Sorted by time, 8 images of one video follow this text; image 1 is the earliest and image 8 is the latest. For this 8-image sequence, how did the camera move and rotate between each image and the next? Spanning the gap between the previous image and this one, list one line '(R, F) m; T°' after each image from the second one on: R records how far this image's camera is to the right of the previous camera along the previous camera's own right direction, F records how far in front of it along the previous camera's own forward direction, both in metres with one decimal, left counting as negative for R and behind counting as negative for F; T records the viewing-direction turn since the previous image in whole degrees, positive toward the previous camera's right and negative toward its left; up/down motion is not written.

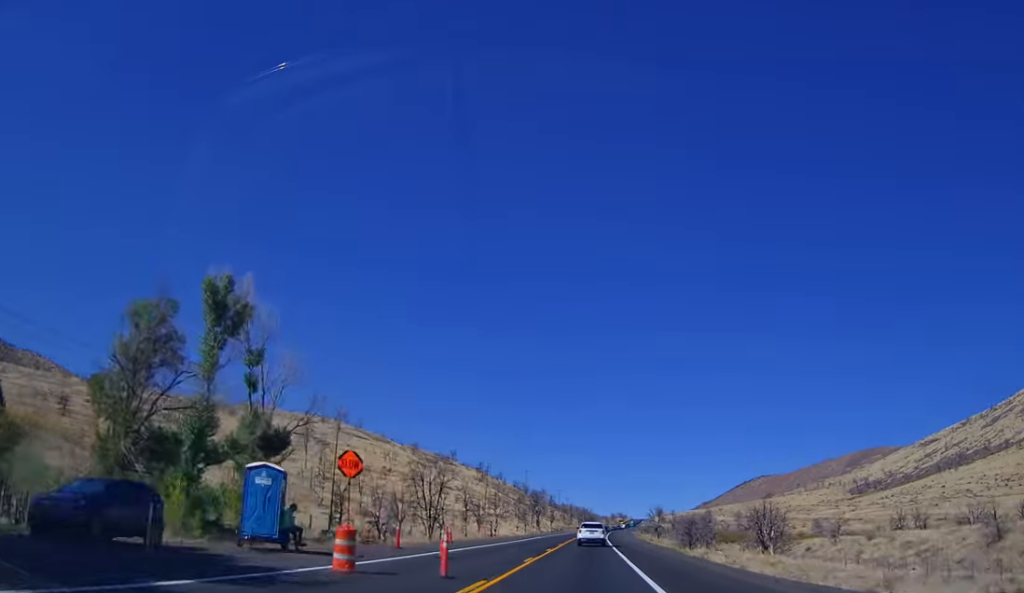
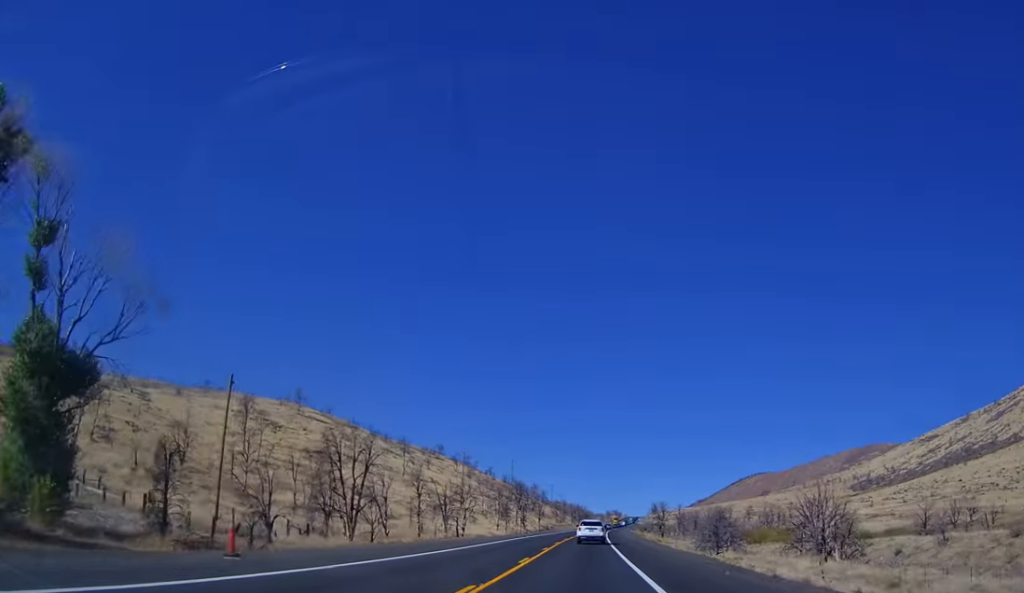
(+0.6, +26.1) m; 0°
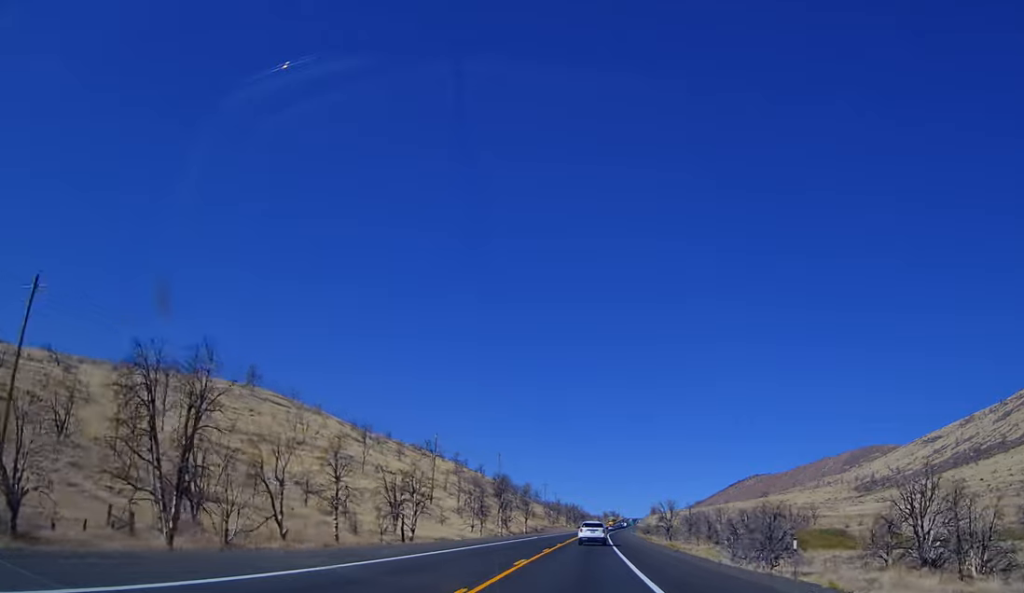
(-0.8, +25.1) m; 0°
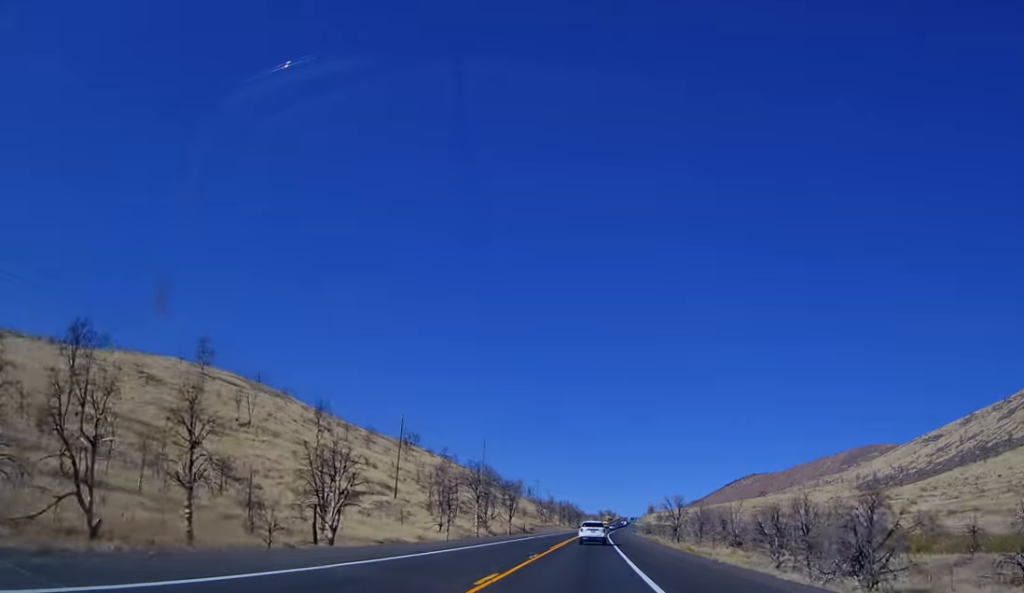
(0.0, +20.3) m; +1°
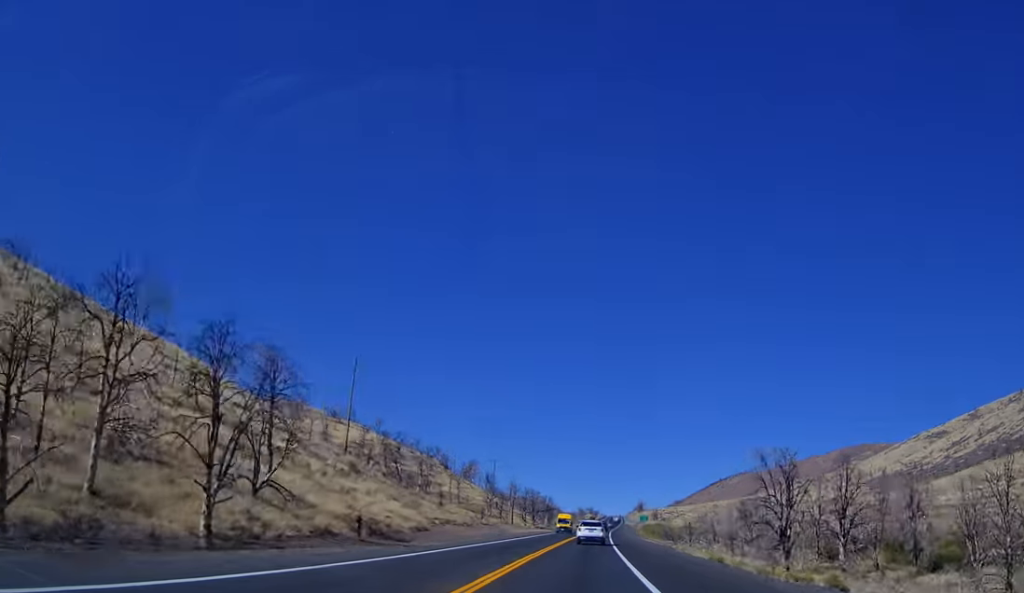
(+2.9, +84.5) m; +3°
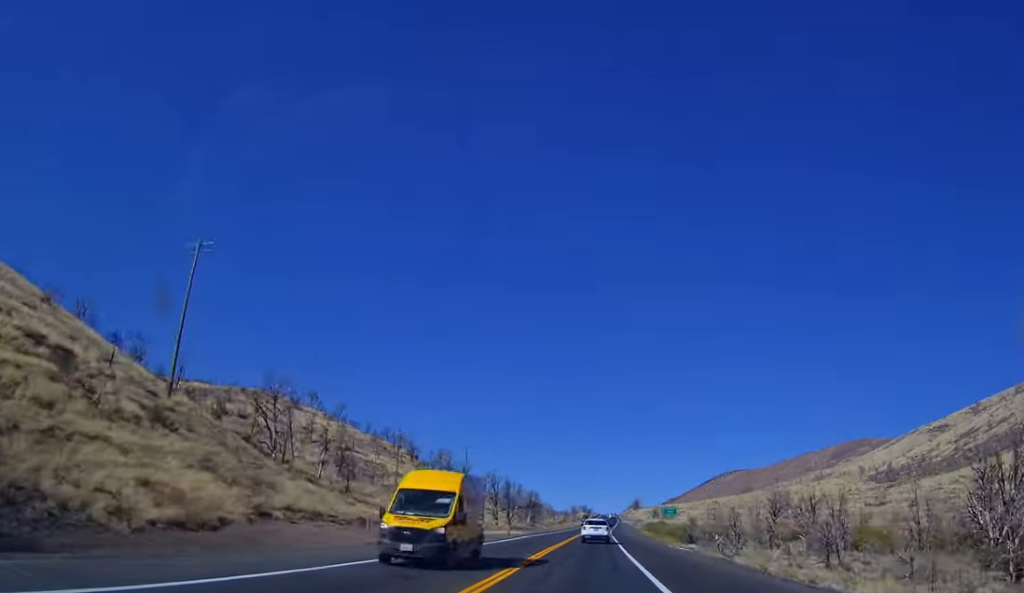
(+0.1, +36.2) m; 0°
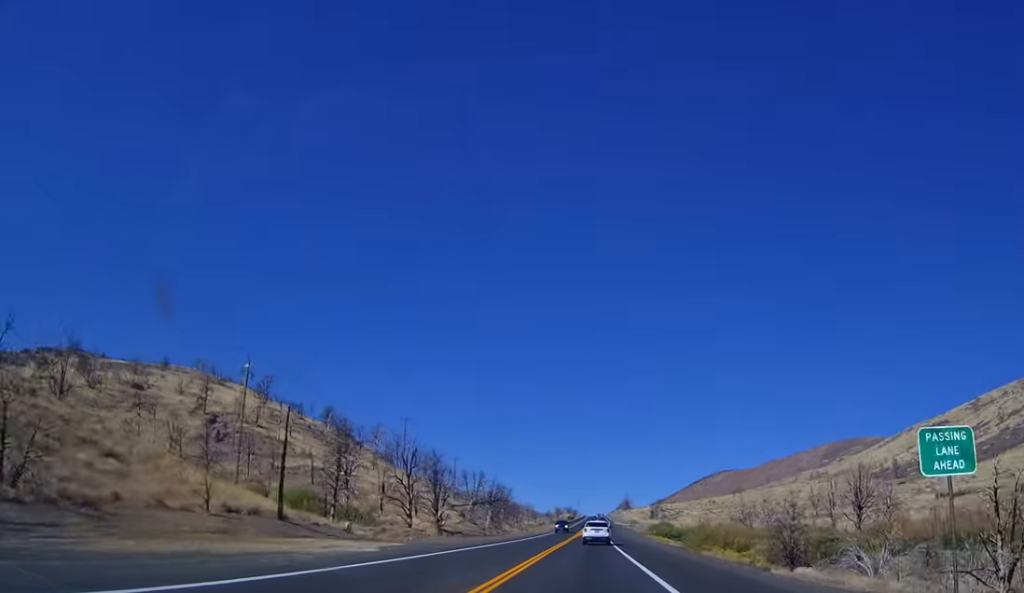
(0.0, +48.1) m; 0°
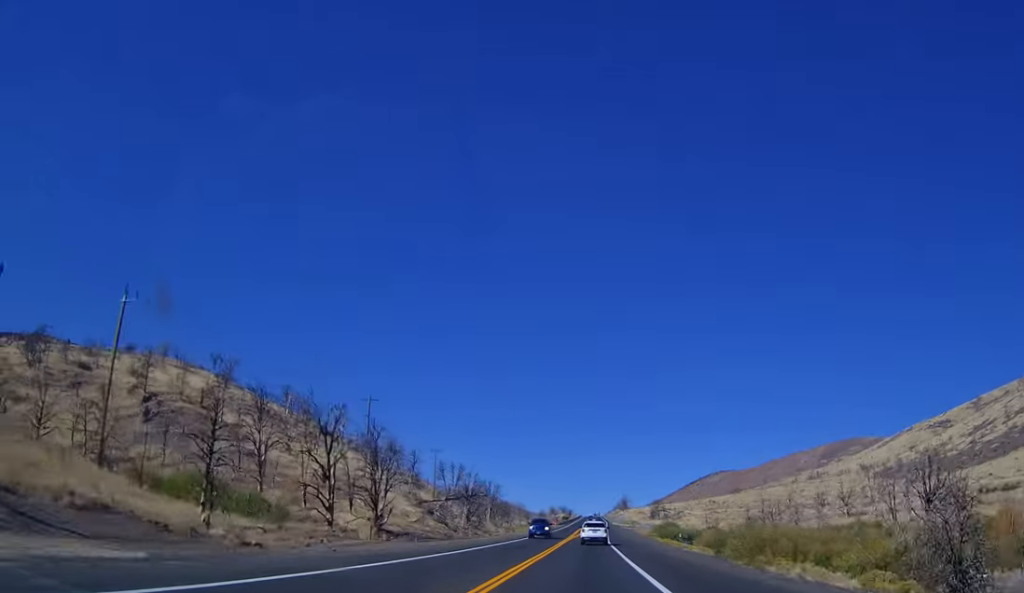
(0.0, +19.5) m; 0°
